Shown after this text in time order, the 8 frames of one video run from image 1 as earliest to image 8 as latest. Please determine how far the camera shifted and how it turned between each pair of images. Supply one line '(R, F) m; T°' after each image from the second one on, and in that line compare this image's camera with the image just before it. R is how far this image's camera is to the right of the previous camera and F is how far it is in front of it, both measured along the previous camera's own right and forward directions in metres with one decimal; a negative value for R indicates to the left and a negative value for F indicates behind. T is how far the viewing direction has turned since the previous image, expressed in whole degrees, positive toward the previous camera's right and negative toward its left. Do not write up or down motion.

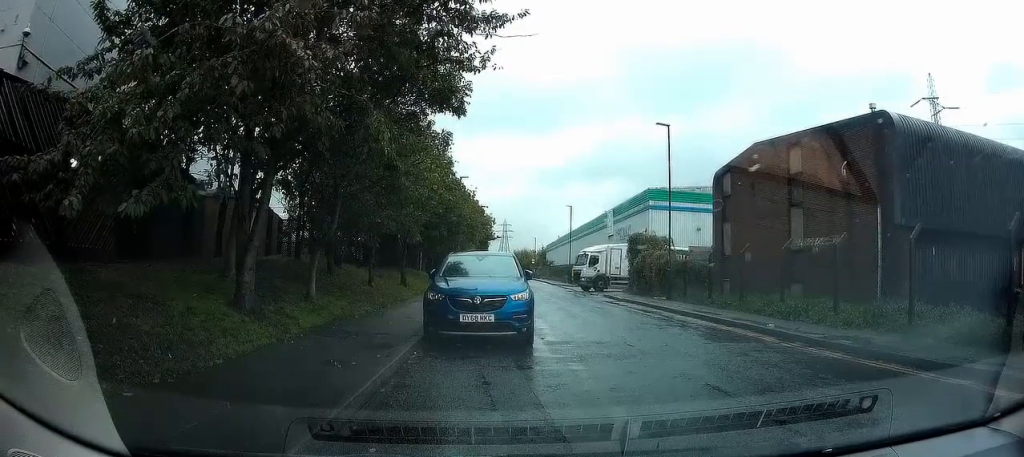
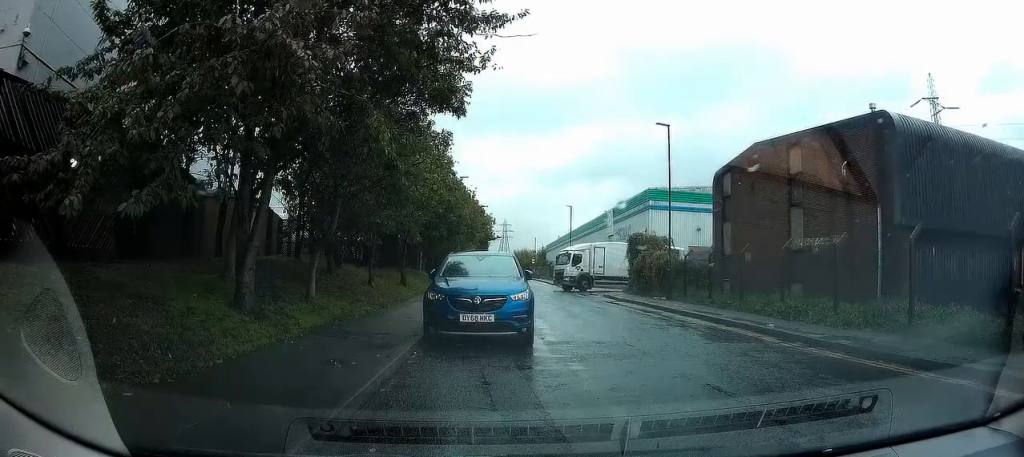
(+0.1, +0.2) m; 0°
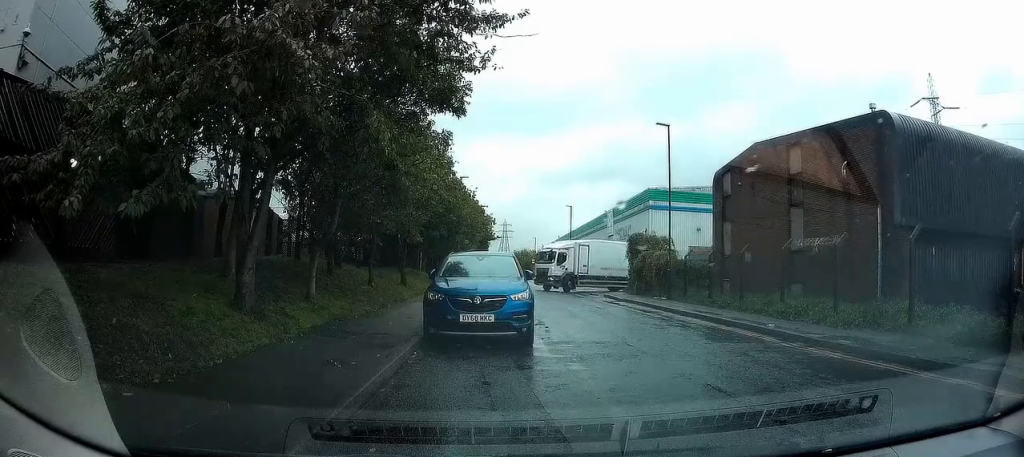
(0.0, 0.0) m; 0°
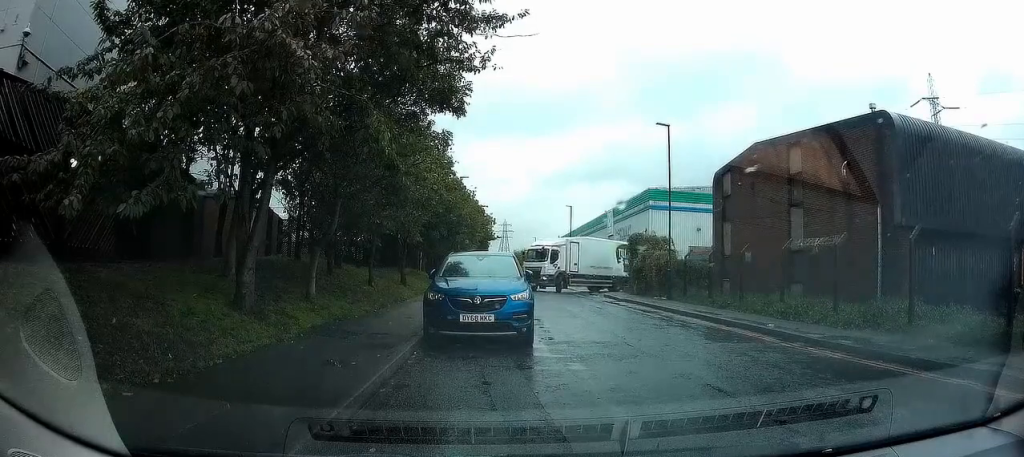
(0.0, 0.0) m; 0°
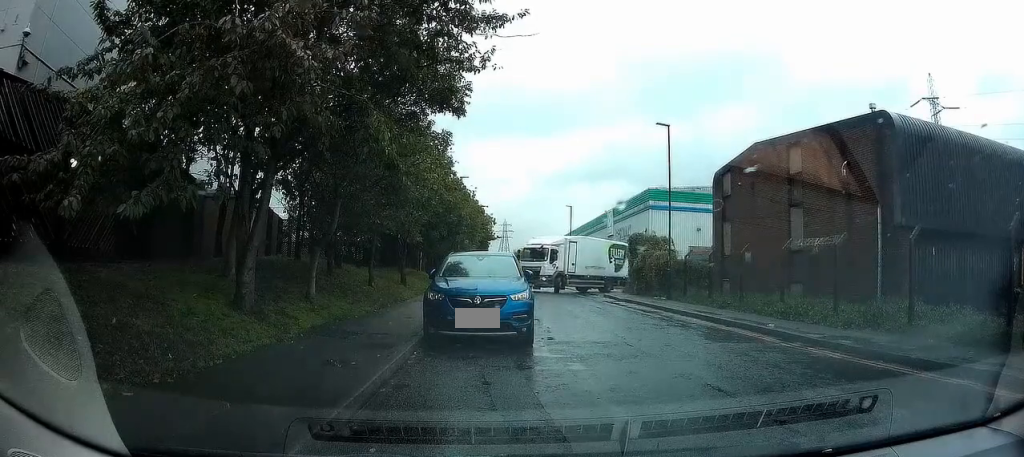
(0.0, +0.1) m; 0°
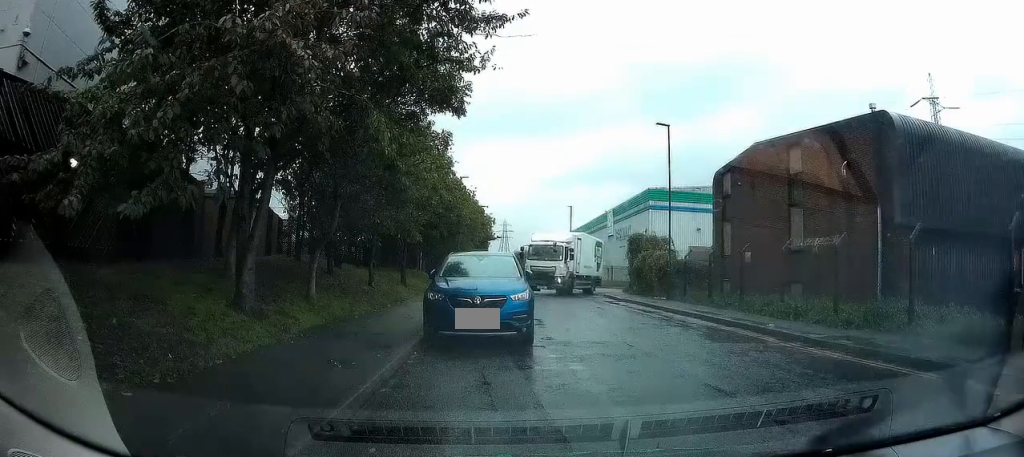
(0.0, +0.1) m; 0°
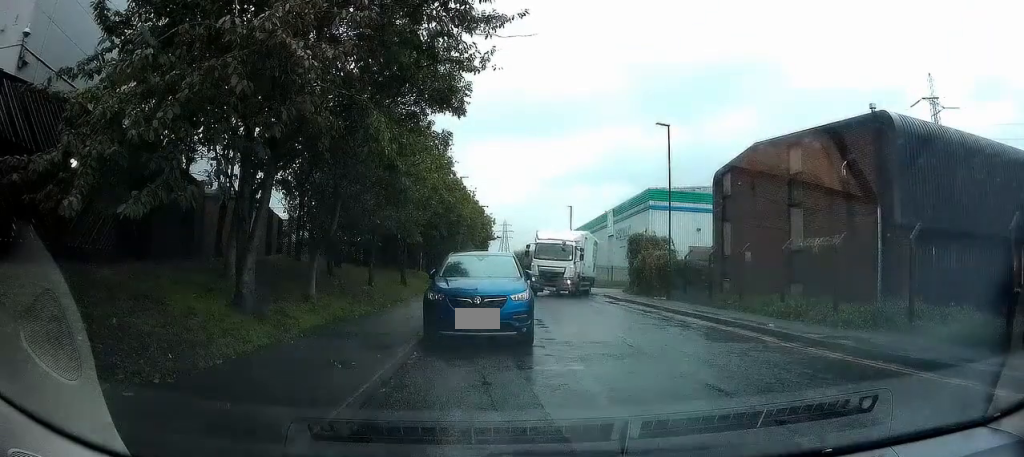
(0.0, 0.0) m; 0°
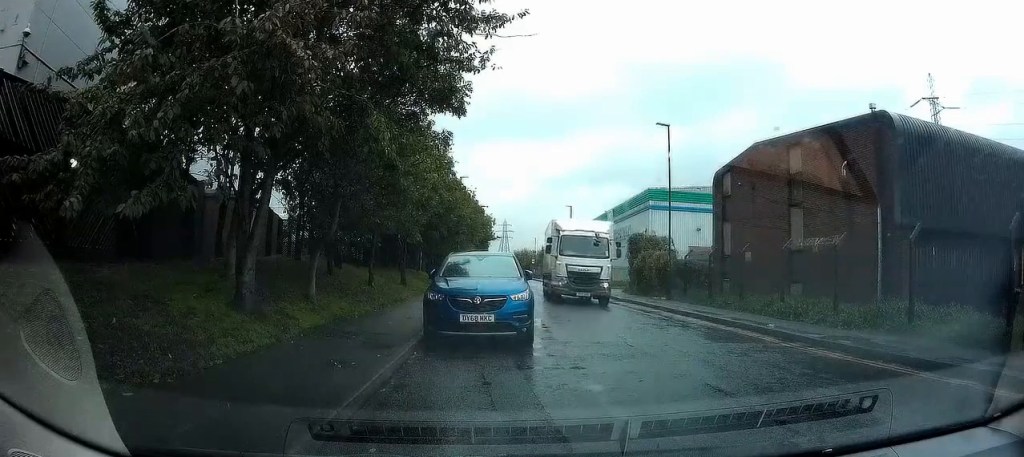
(0.0, 0.0) m; 0°
